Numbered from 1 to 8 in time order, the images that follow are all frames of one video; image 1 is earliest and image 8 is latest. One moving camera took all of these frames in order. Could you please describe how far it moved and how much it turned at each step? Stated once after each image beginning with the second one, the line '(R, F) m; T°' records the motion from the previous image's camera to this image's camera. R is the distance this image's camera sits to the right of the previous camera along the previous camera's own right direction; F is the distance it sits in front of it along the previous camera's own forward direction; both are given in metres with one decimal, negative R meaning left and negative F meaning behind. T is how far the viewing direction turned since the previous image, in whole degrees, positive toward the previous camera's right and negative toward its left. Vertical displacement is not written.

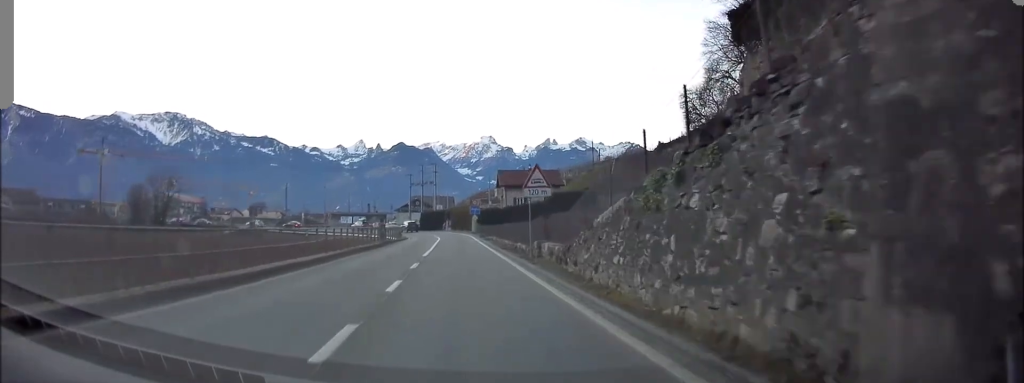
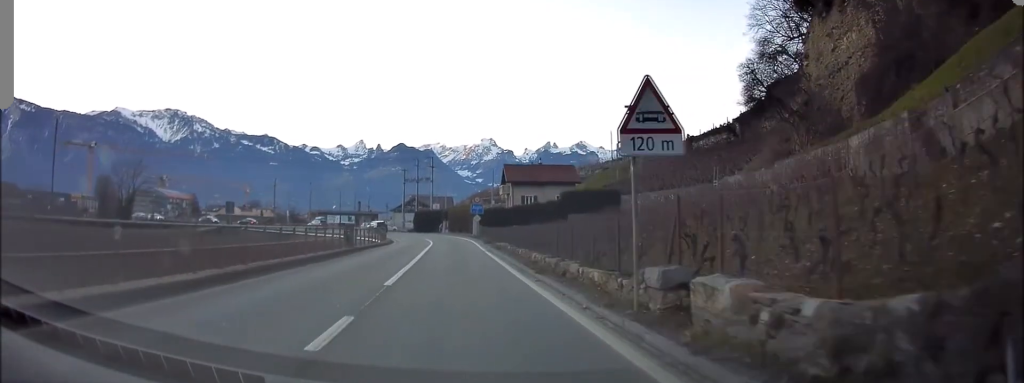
(+0.2, +11.9) m; -2°
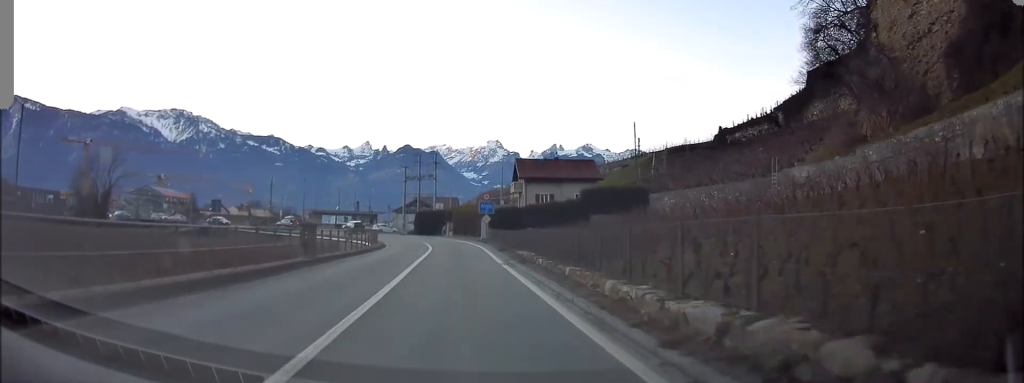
(+0.1, +8.3) m; -2°
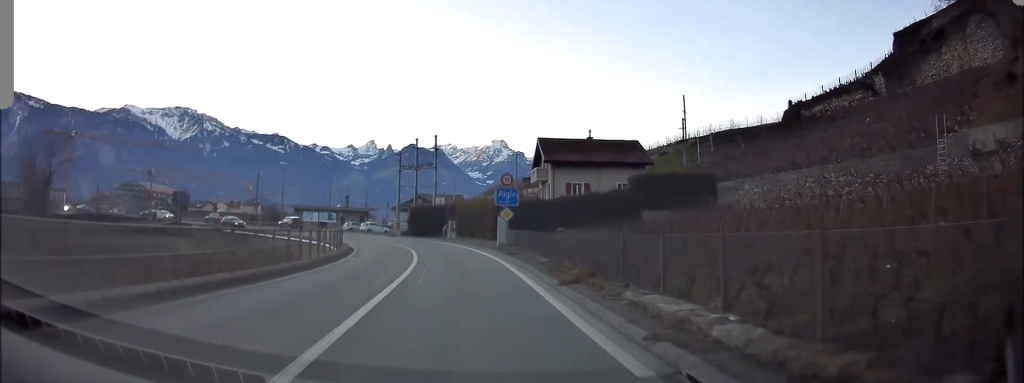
(-1.1, +15.2) m; -2°
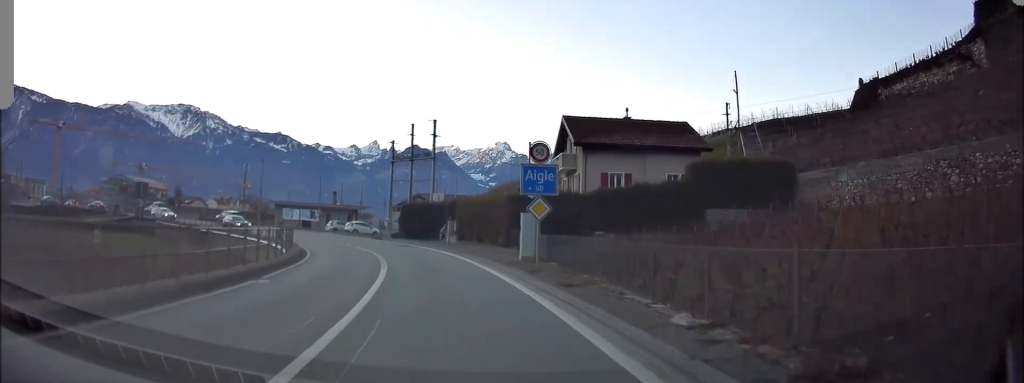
(+0.2, +11.2) m; +3°
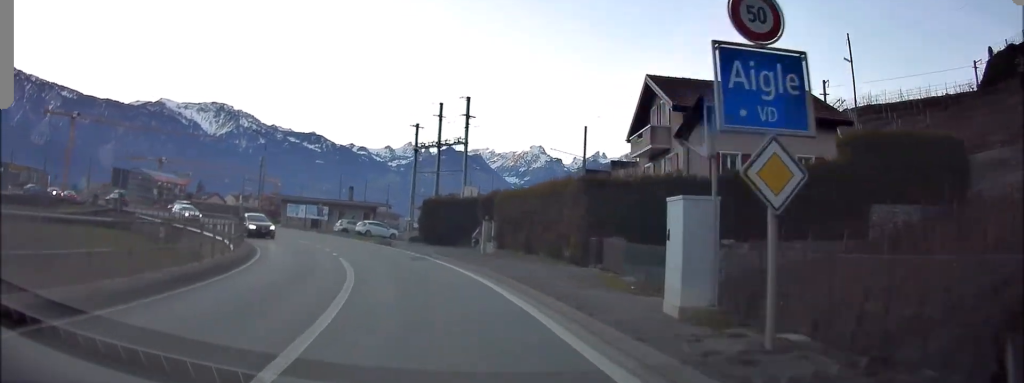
(+0.4, +12.0) m; -2°
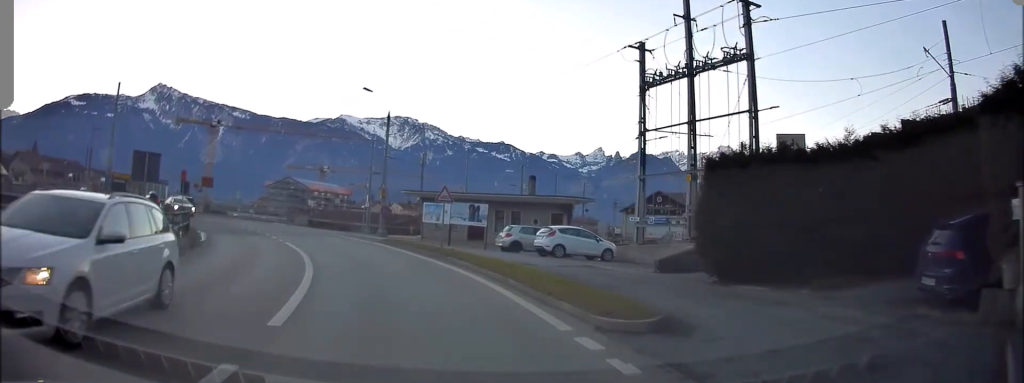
(-2.4, +26.2) m; -14°
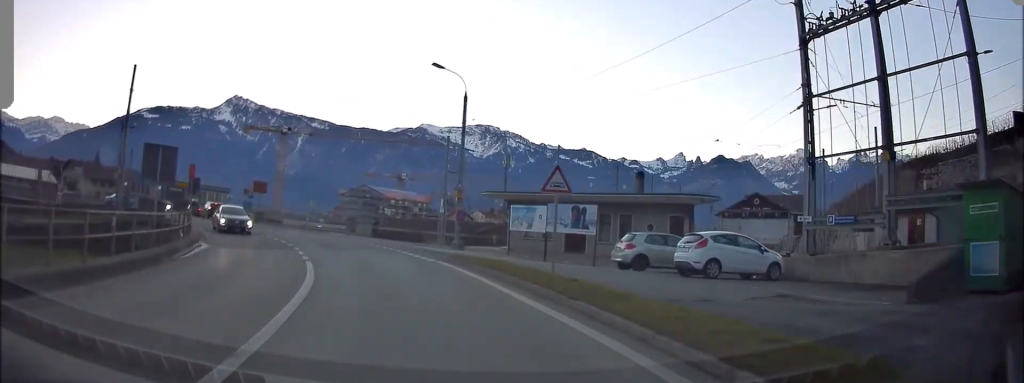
(-0.8, +8.2) m; -4°
